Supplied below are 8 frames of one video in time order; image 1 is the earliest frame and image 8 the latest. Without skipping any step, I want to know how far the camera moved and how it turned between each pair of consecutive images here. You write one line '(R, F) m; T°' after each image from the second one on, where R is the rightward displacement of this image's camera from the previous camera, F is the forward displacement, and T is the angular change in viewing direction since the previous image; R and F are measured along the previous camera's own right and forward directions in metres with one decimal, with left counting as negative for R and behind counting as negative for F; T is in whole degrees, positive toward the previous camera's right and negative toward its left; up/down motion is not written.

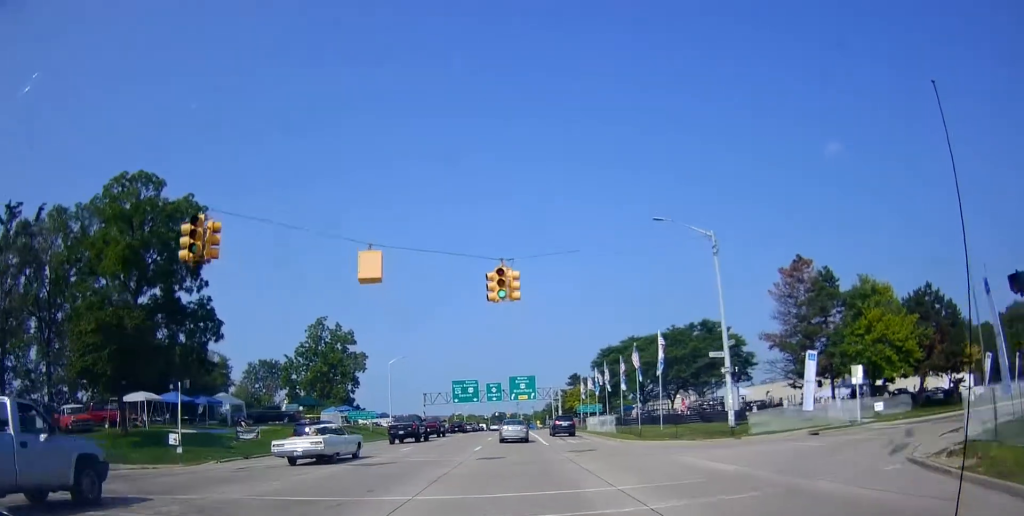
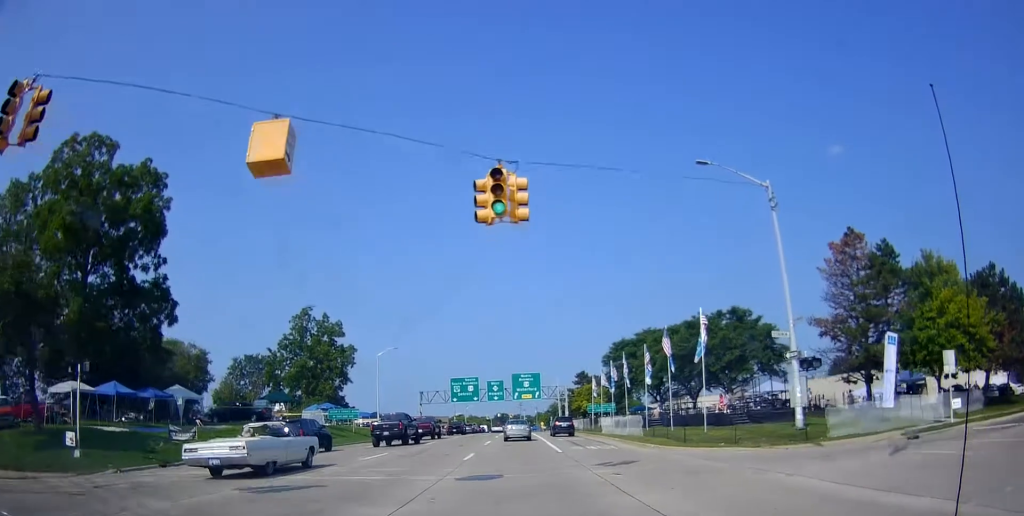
(0.0, +8.1) m; +1°
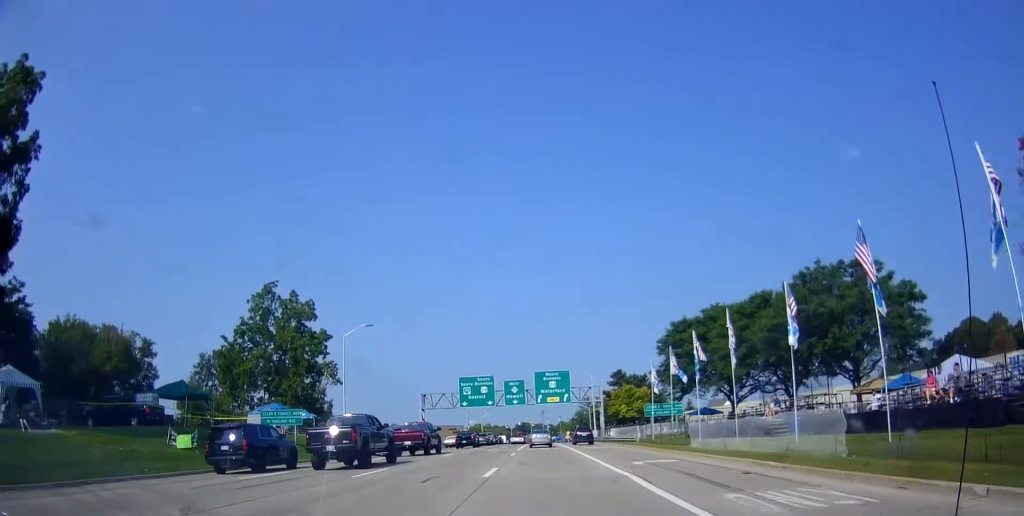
(0.0, +19.7) m; -2°
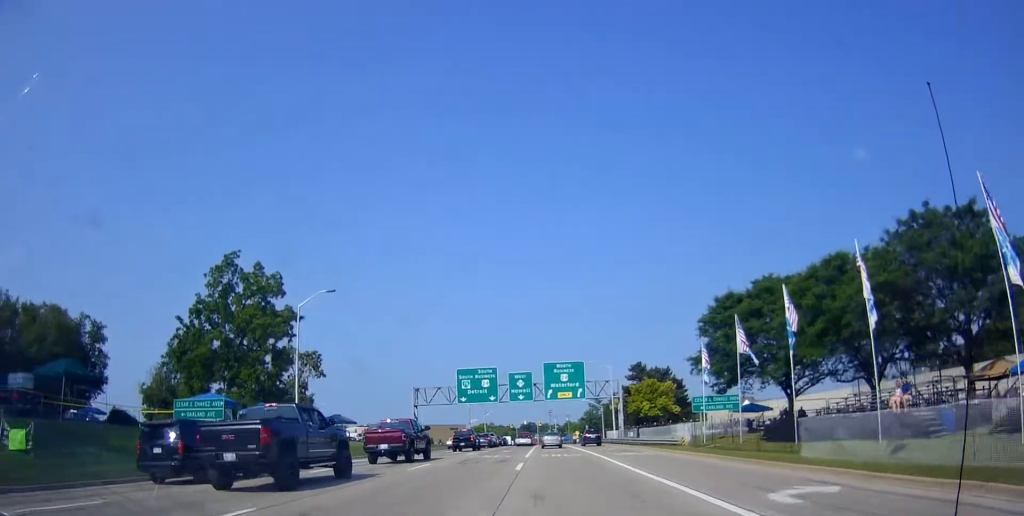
(0.0, +11.3) m; 0°
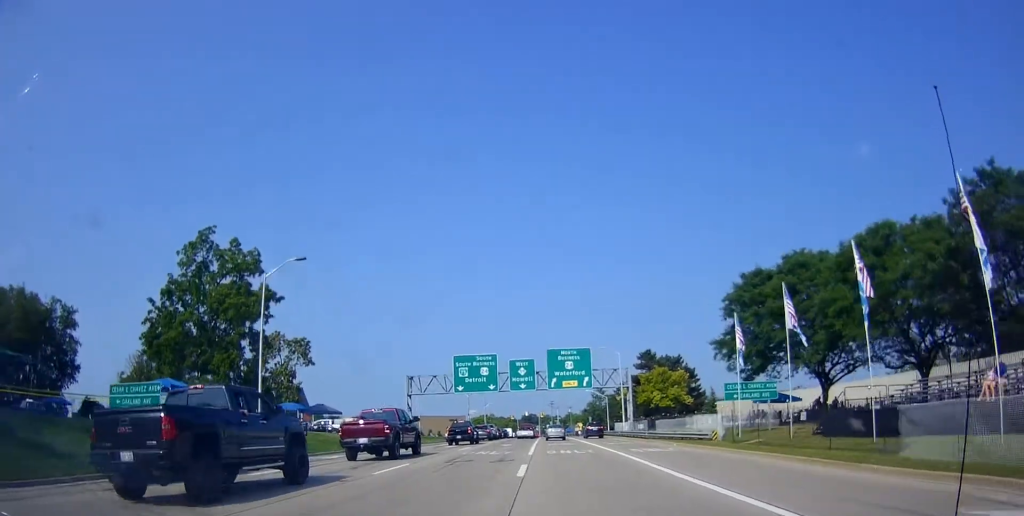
(0.0, +5.4) m; +1°
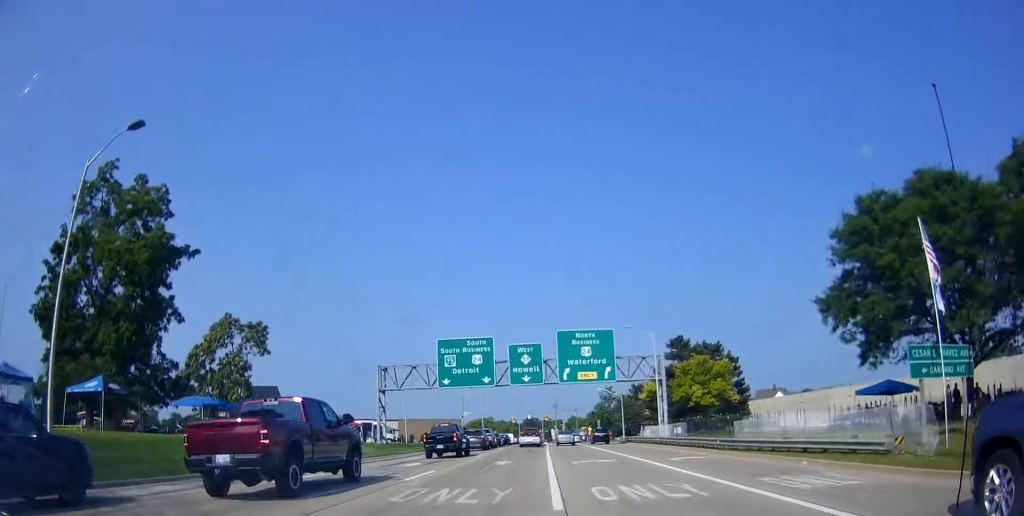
(+0.2, +15.4) m; -1°
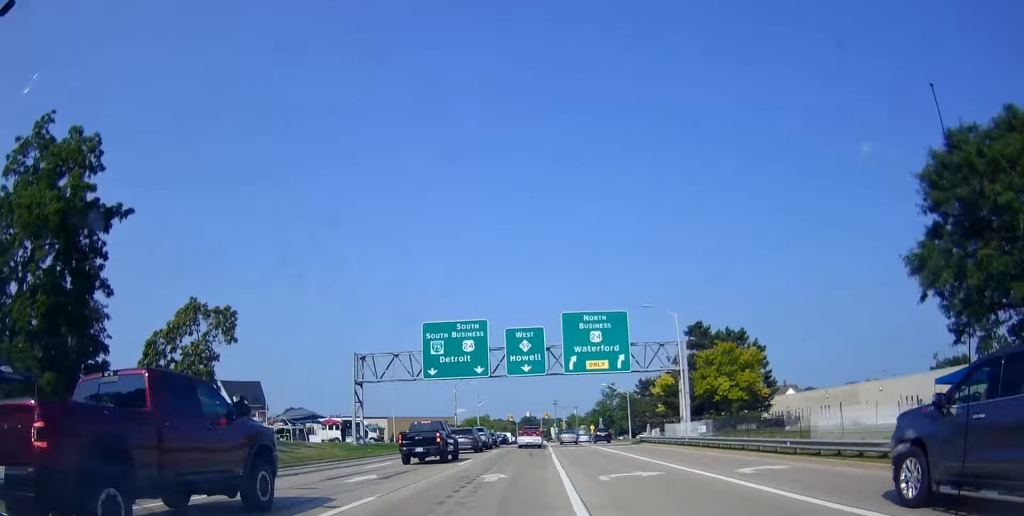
(+0.1, +7.9) m; -3°
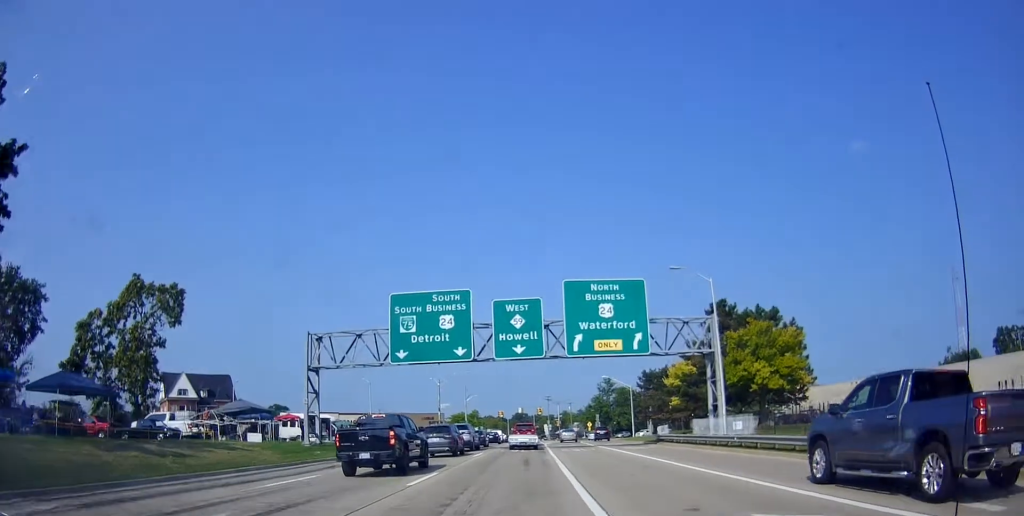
(-0.8, +9.7) m; -2°
